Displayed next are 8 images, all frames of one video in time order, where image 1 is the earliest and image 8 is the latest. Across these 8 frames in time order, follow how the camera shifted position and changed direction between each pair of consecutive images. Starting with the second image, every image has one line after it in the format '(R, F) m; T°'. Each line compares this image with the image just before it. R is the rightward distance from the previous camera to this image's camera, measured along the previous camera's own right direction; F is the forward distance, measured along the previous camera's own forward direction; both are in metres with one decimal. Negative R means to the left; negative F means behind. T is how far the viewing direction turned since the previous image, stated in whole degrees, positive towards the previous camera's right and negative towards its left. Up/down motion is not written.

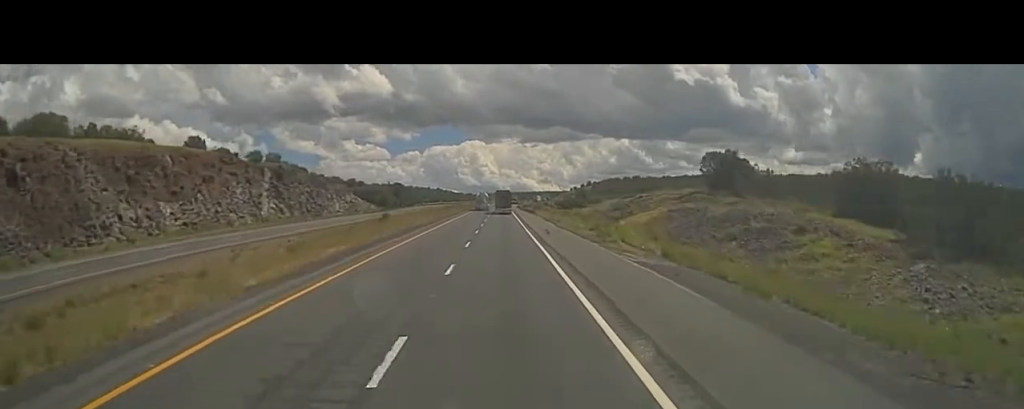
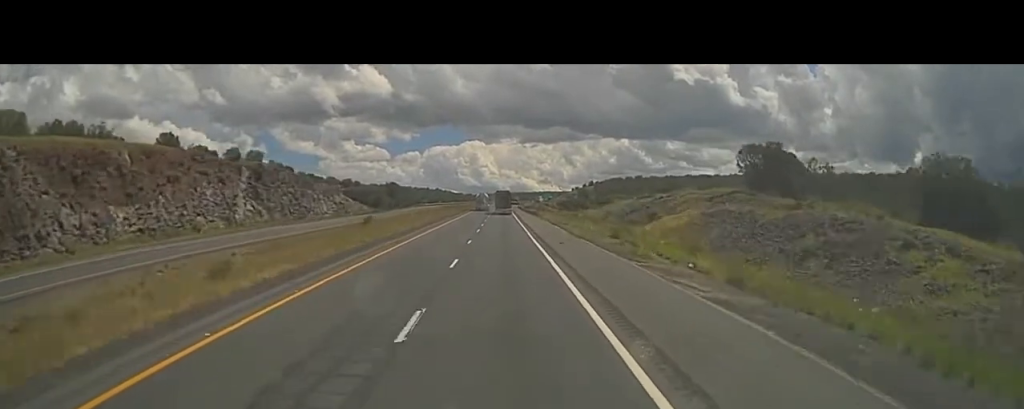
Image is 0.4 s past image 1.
(-0.1, +9.7) m; 0°
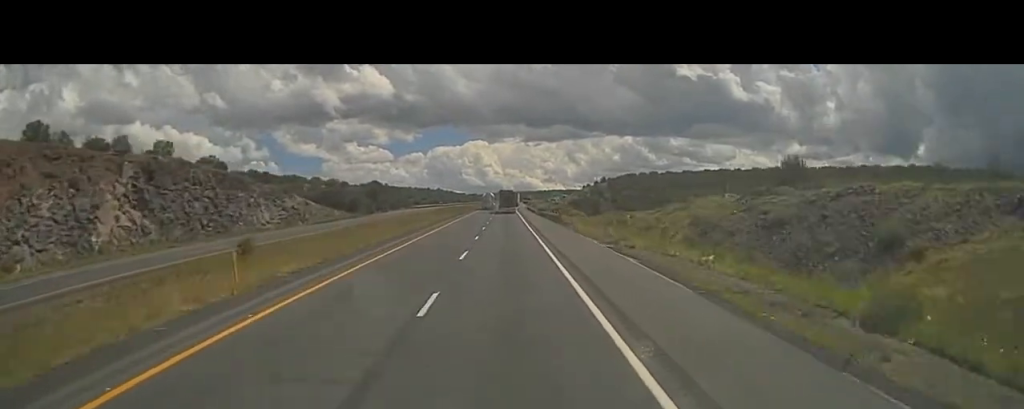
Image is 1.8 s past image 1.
(+0.2, +34.3) m; +1°
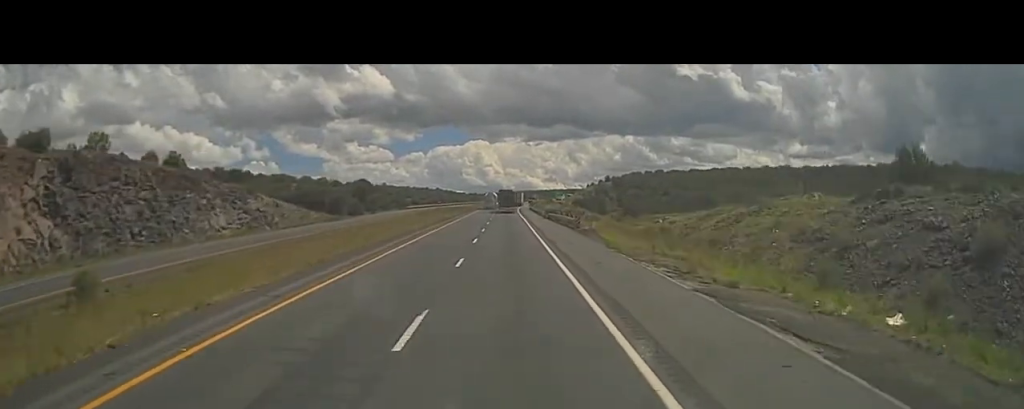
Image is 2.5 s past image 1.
(+0.1, +15.1) m; 0°
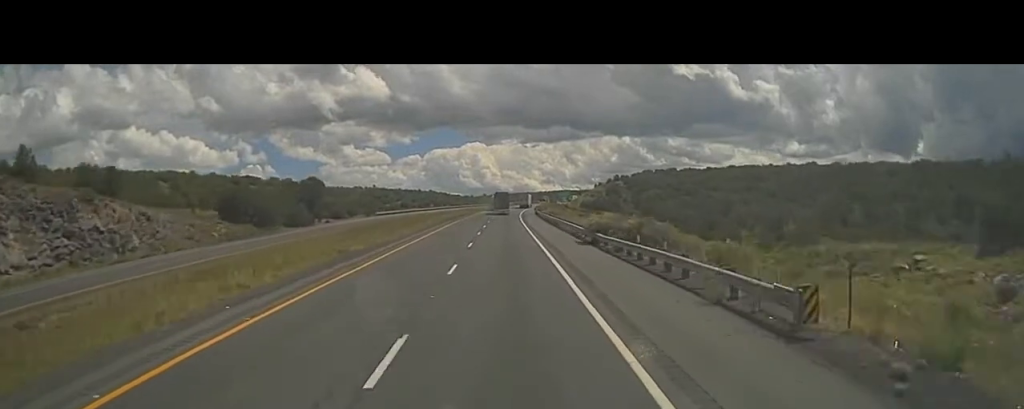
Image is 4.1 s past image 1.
(-0.1, +39.5) m; 0°
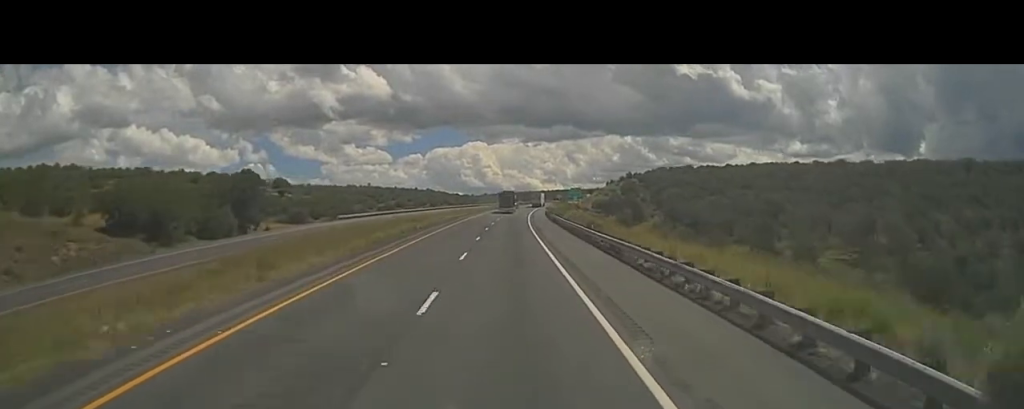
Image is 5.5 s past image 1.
(-0.4, +31.3) m; 0°
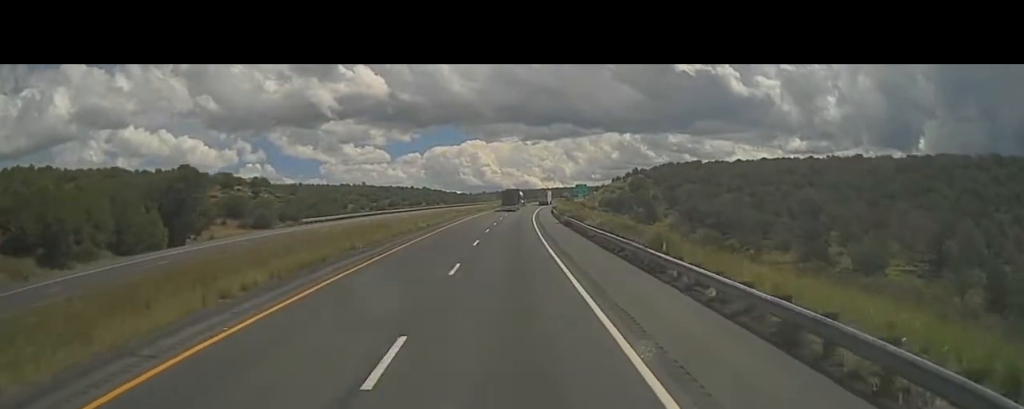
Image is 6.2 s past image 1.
(+0.3, +17.8) m; +1°
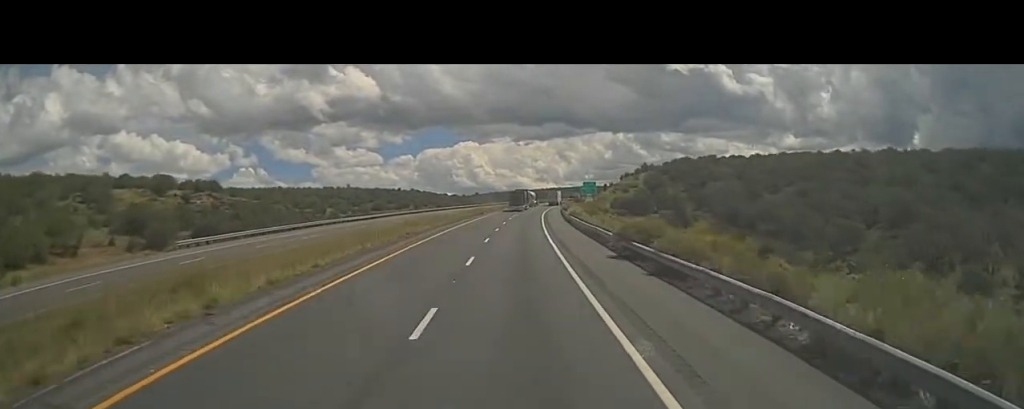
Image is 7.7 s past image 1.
(+0.1, +34.1) m; 0°
